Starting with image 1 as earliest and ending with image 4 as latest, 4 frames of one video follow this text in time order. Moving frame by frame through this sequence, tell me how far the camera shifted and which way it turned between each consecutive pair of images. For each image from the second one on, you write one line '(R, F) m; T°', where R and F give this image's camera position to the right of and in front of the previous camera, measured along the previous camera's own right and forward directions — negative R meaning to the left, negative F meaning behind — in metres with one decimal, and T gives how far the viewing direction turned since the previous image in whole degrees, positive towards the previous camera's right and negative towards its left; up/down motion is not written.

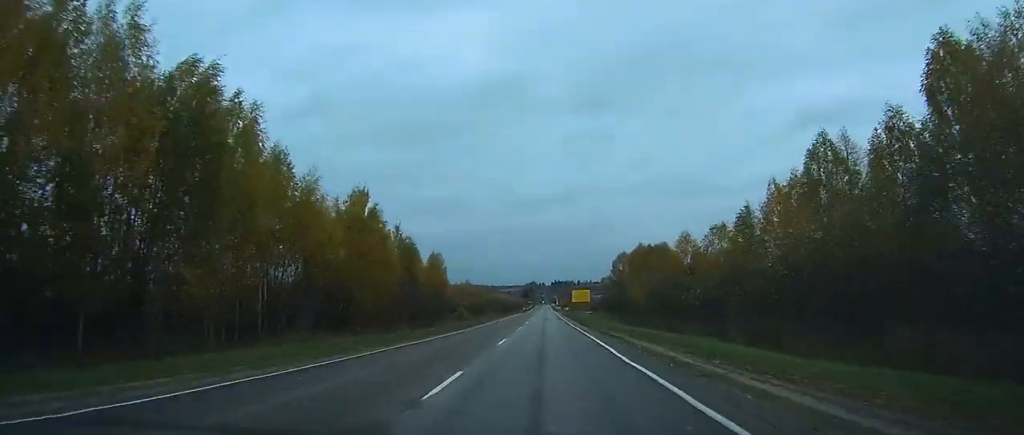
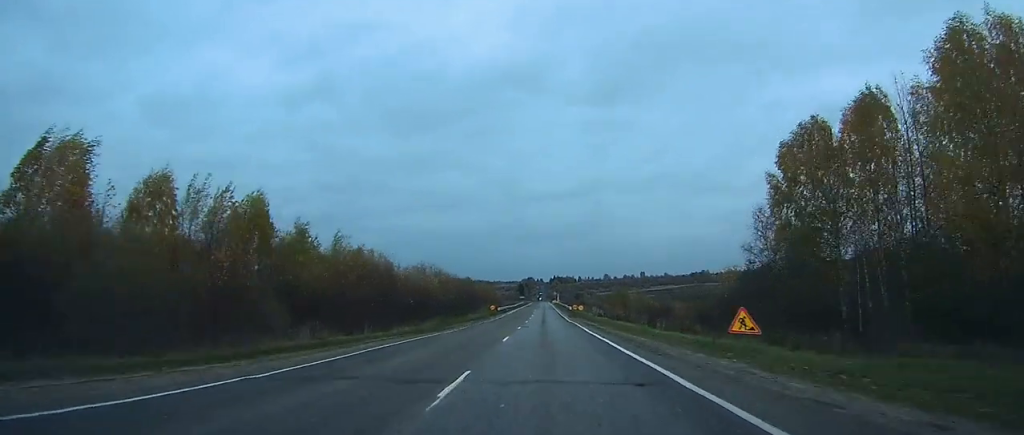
(-0.3, +115.8) m; 0°
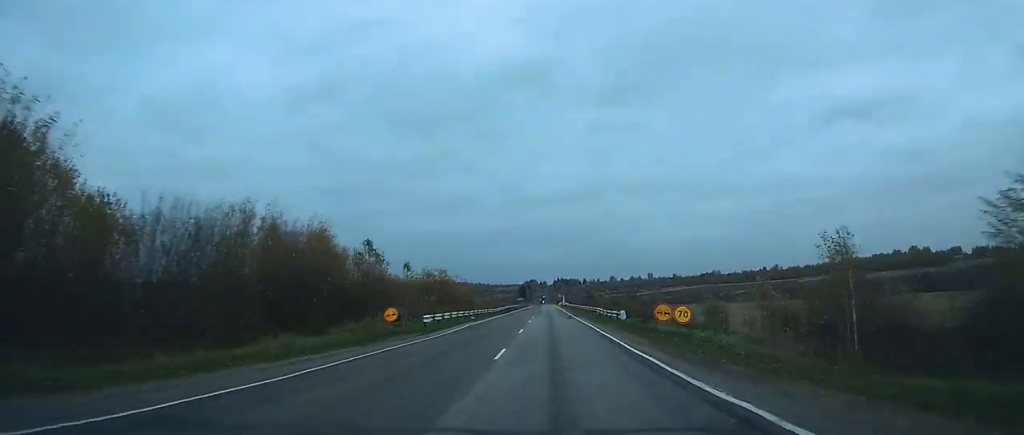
(+0.1, +51.8) m; 0°
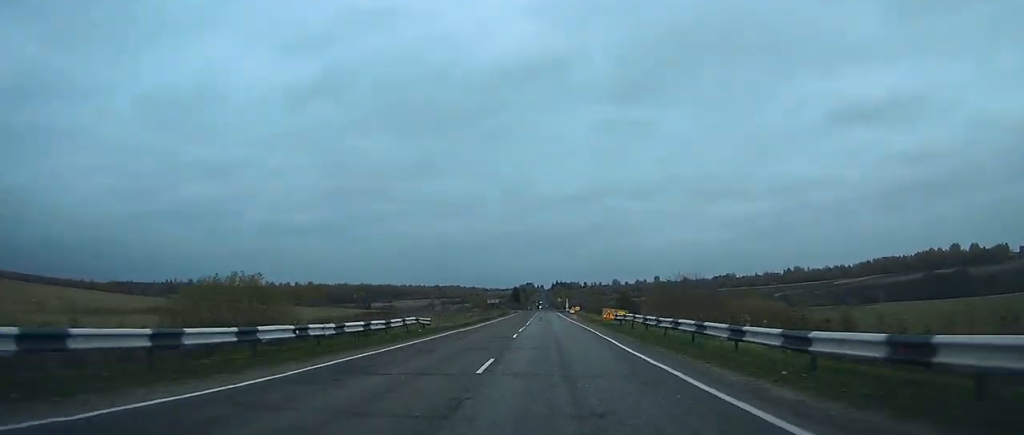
(+0.3, +97.5) m; 0°
